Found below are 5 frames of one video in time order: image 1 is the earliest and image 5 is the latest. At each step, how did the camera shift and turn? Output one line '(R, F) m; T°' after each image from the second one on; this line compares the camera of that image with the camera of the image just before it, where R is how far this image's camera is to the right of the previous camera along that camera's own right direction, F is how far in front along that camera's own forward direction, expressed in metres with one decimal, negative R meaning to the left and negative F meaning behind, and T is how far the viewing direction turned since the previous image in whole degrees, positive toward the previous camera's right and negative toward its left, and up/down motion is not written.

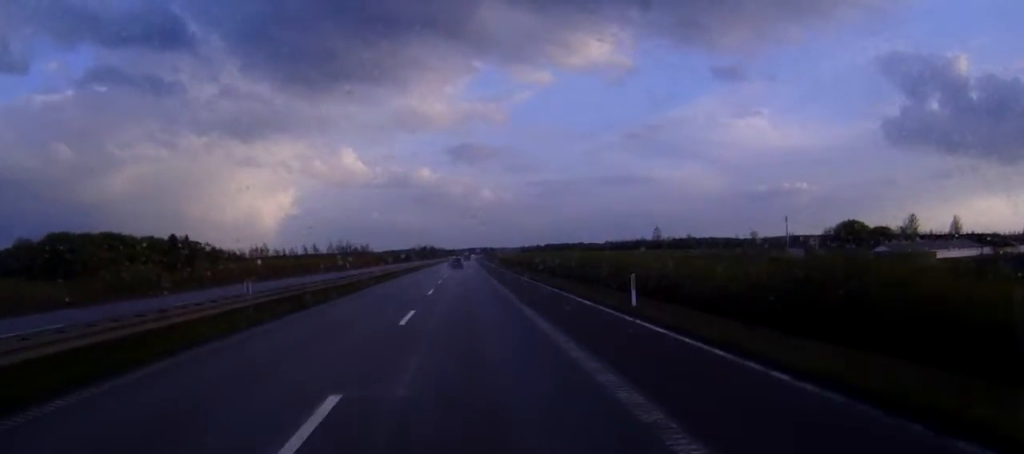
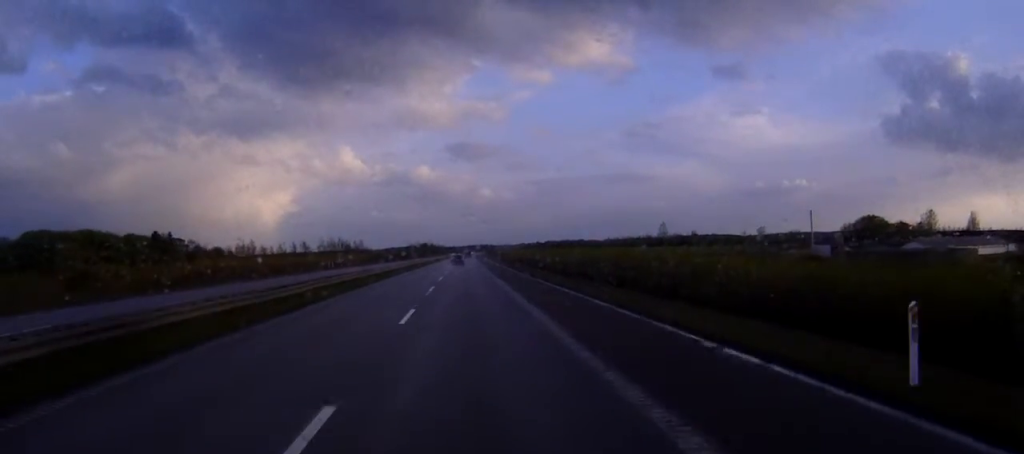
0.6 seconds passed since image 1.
(0.0, +15.8) m; 0°
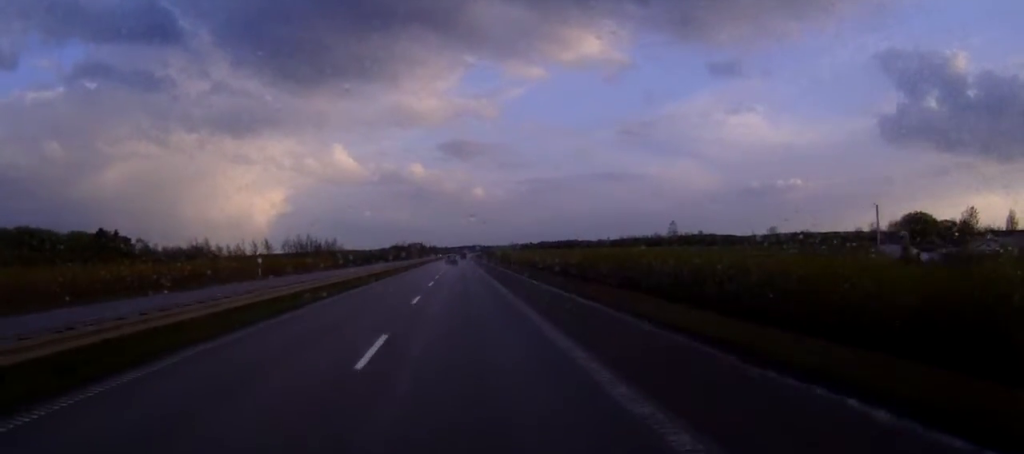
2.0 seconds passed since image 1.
(+0.1, +36.9) m; 0°
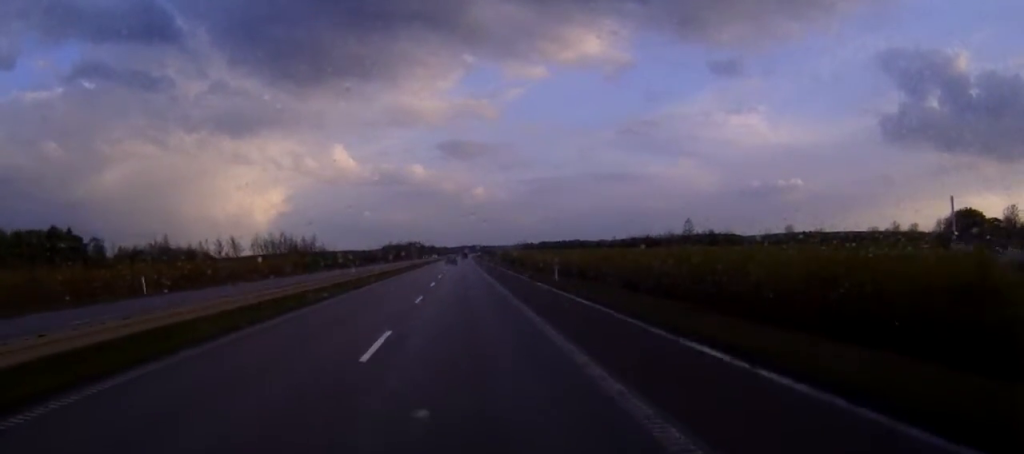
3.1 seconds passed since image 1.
(+0.1, +29.0) m; 0°
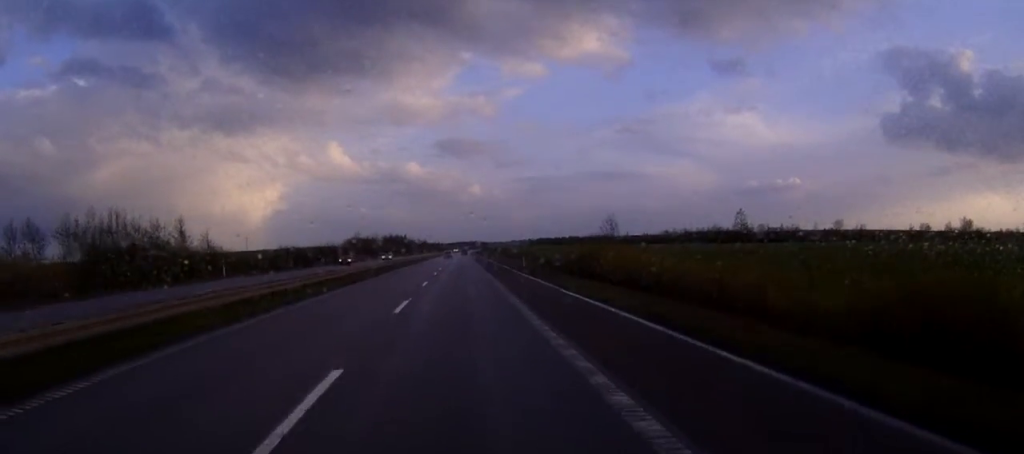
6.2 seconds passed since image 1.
(+0.1, +81.7) m; 0°
